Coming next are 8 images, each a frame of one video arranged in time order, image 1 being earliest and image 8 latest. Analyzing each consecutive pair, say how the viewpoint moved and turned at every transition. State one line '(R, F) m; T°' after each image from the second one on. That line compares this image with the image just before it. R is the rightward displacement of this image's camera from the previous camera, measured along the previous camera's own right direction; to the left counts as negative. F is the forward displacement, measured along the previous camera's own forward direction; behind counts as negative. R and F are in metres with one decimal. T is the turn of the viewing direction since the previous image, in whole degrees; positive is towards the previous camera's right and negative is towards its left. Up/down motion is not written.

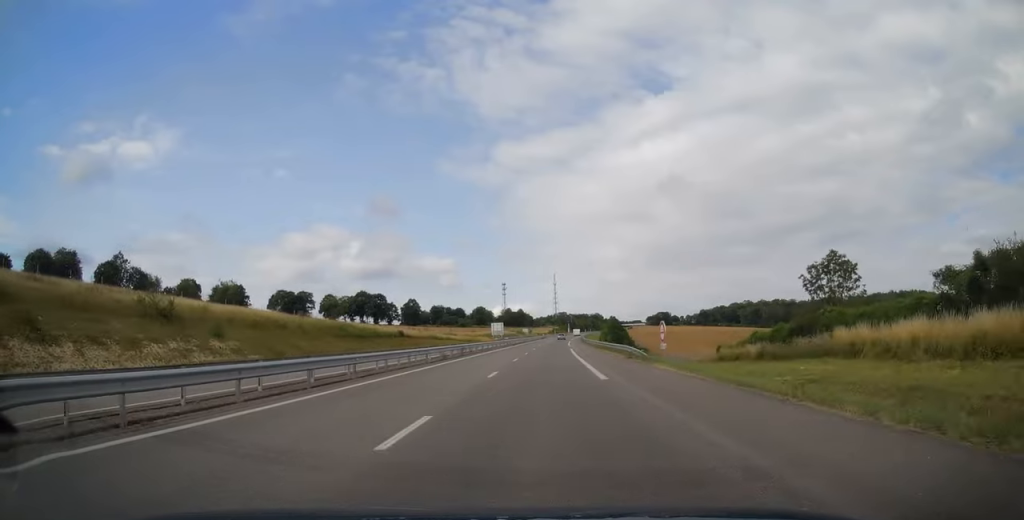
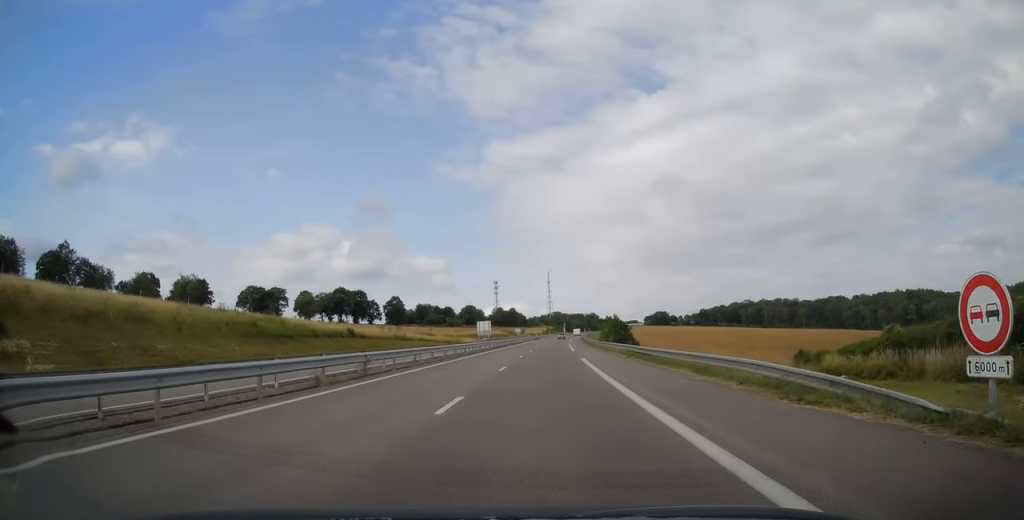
(+0.2, +22.9) m; +1°
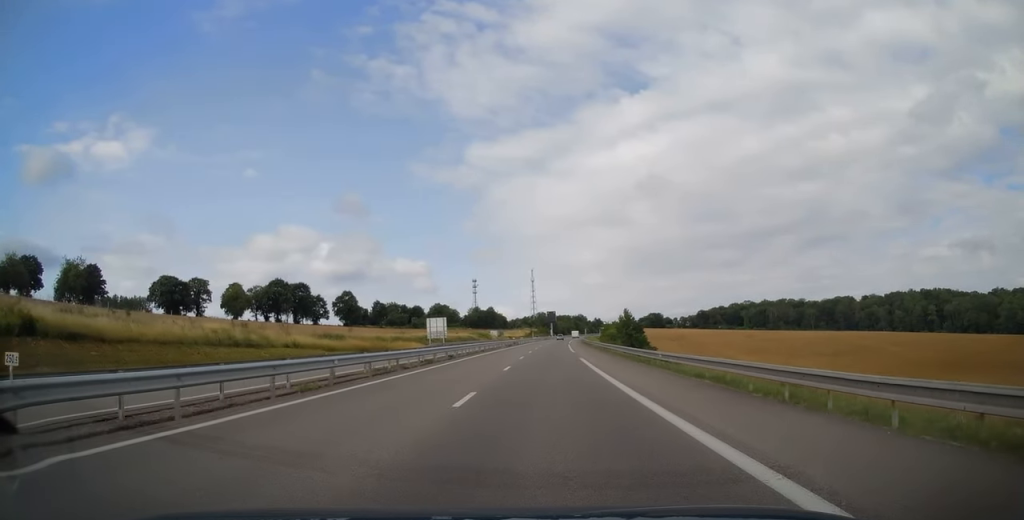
(+0.9, +51.2) m; +2°
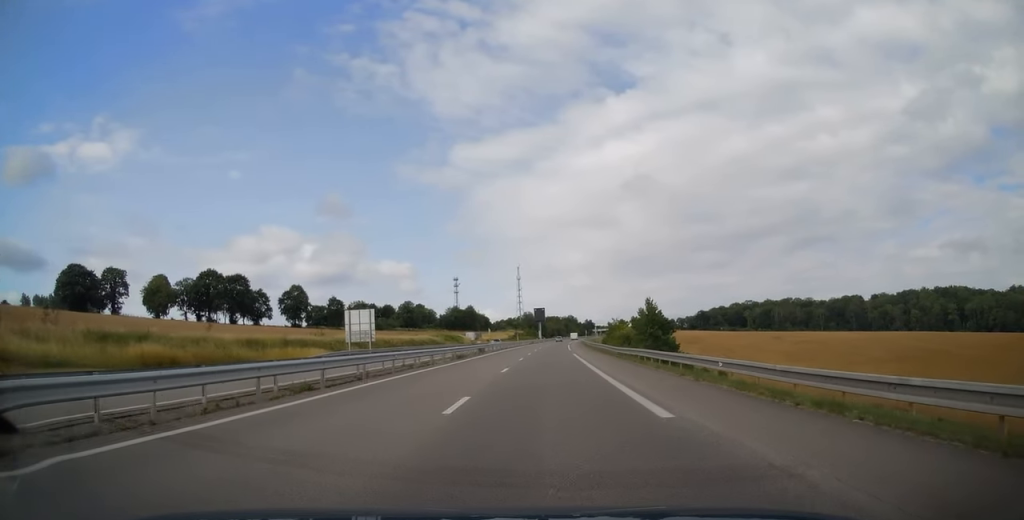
(+0.3, +40.4) m; +1°
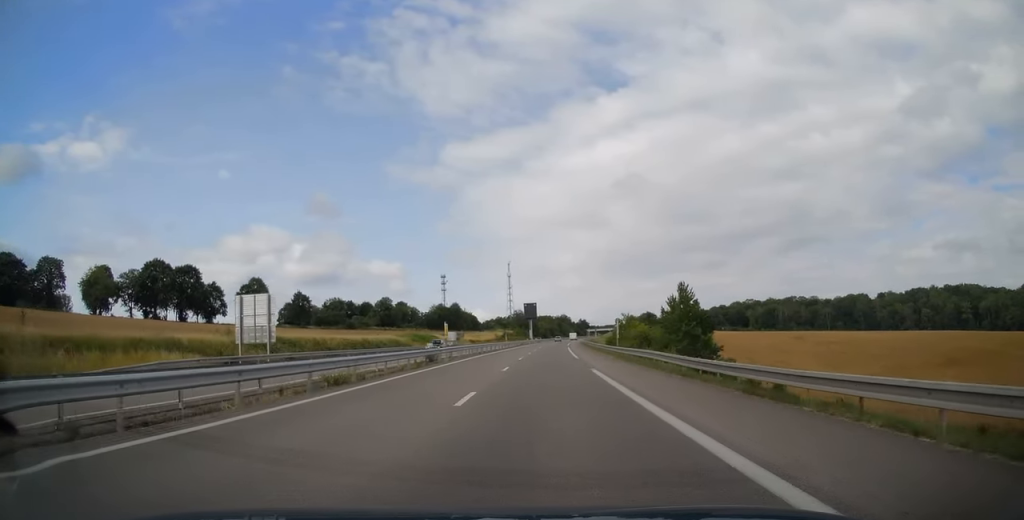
(0.0, +24.9) m; +1°
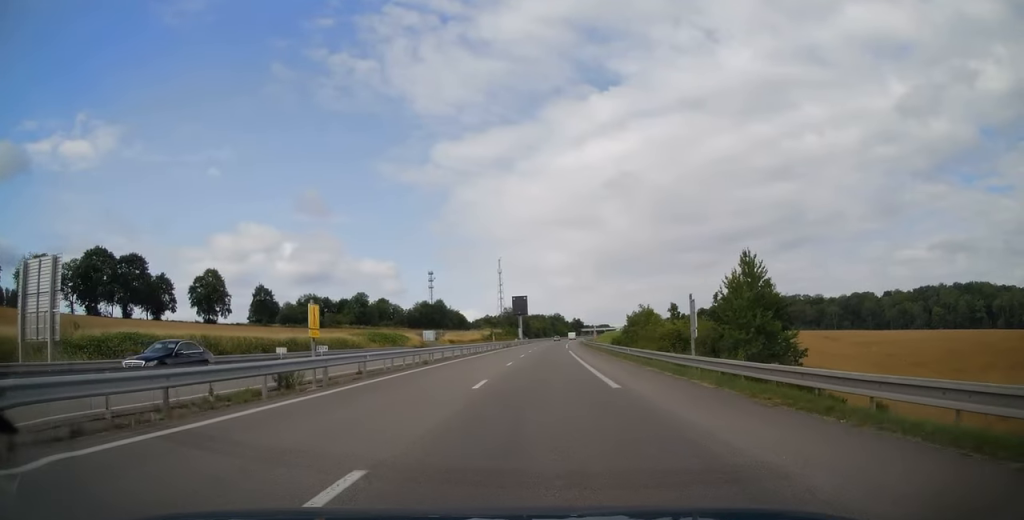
(+0.3, +22.4) m; +1°
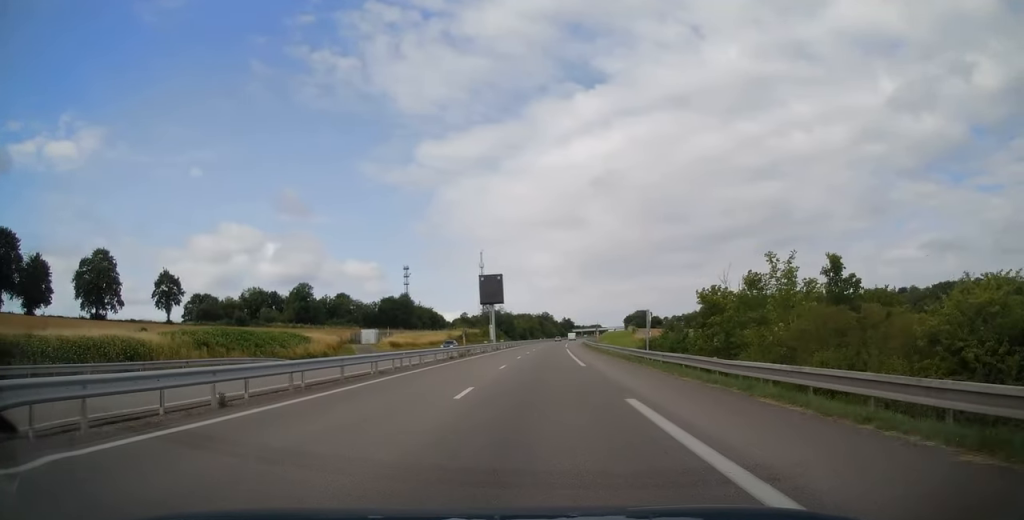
(+0.4, +42.0) m; +2°
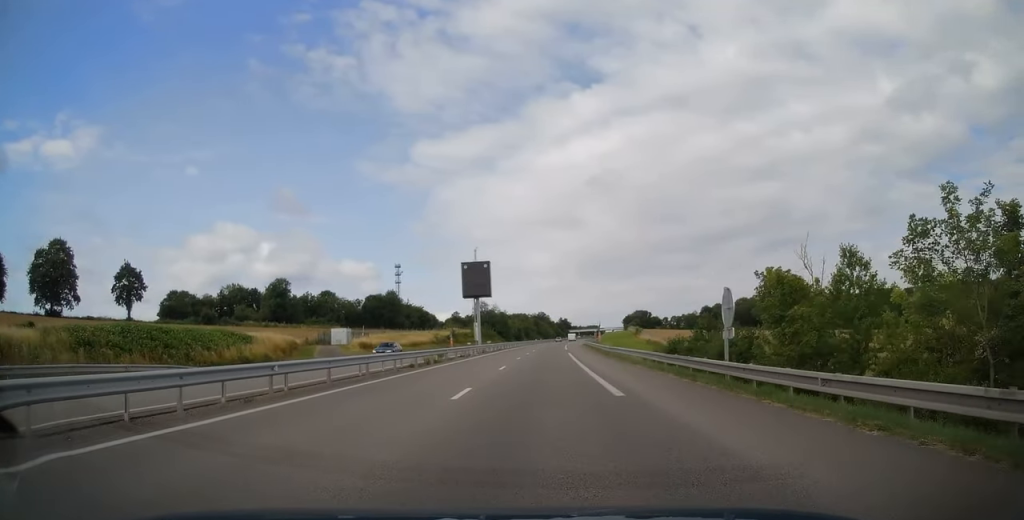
(+0.2, +13.2) m; 0°
